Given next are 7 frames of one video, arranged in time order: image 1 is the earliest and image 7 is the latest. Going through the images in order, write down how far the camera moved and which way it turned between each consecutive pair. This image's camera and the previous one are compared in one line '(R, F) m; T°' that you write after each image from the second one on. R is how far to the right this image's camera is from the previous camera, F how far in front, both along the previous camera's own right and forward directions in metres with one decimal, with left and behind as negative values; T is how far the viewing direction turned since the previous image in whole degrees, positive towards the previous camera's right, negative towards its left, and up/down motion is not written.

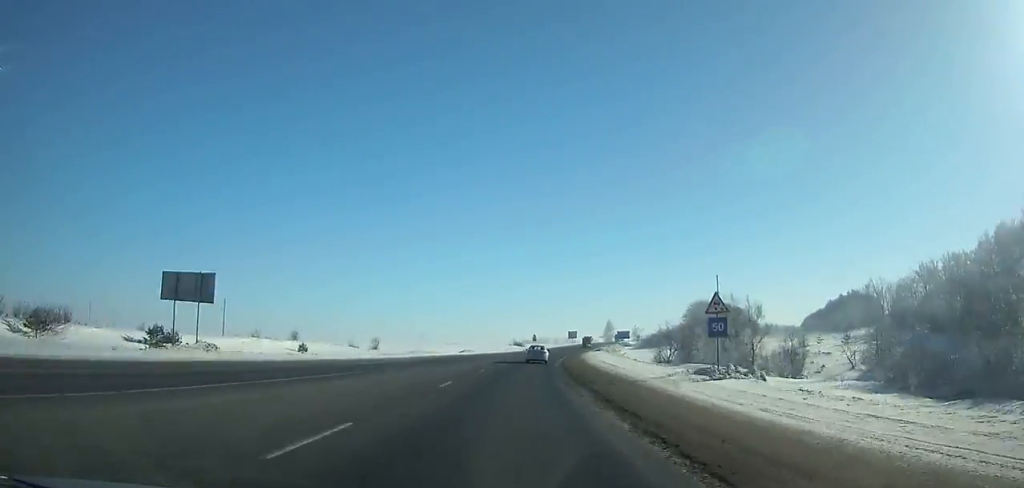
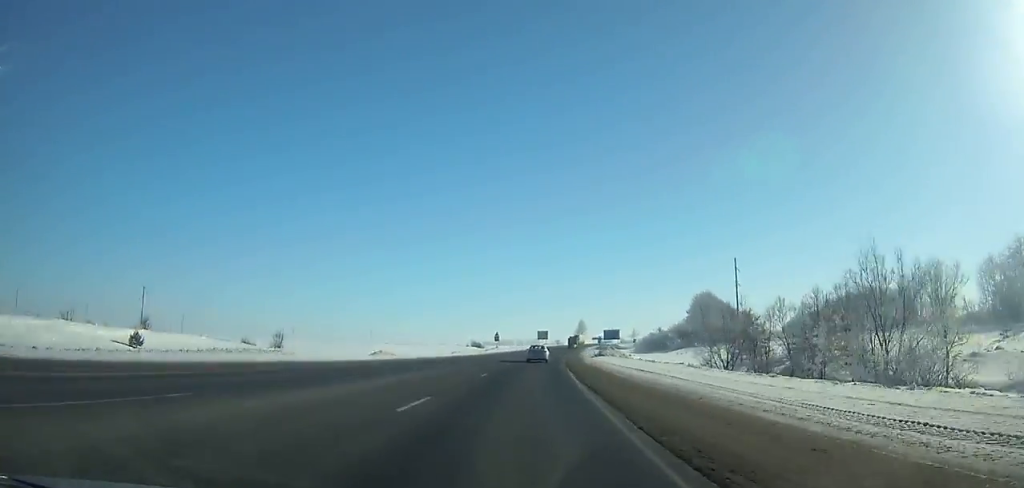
(+0.4, +43.4) m; +3°
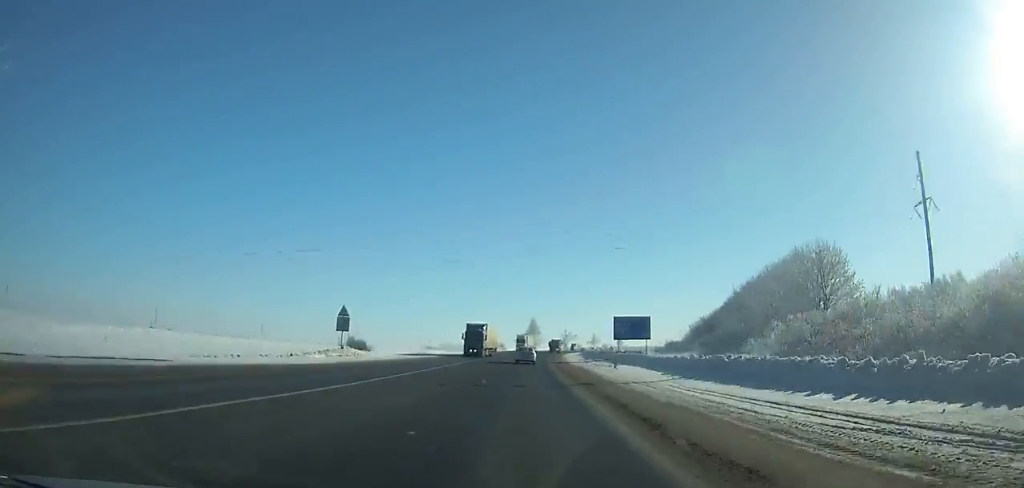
(+4.7, +85.0) m; +5°
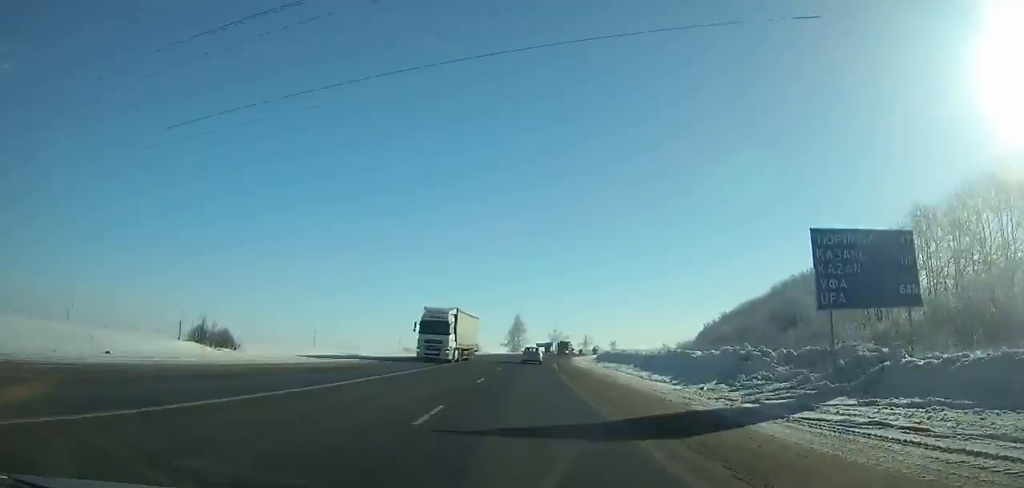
(+0.4, +46.3) m; +2°
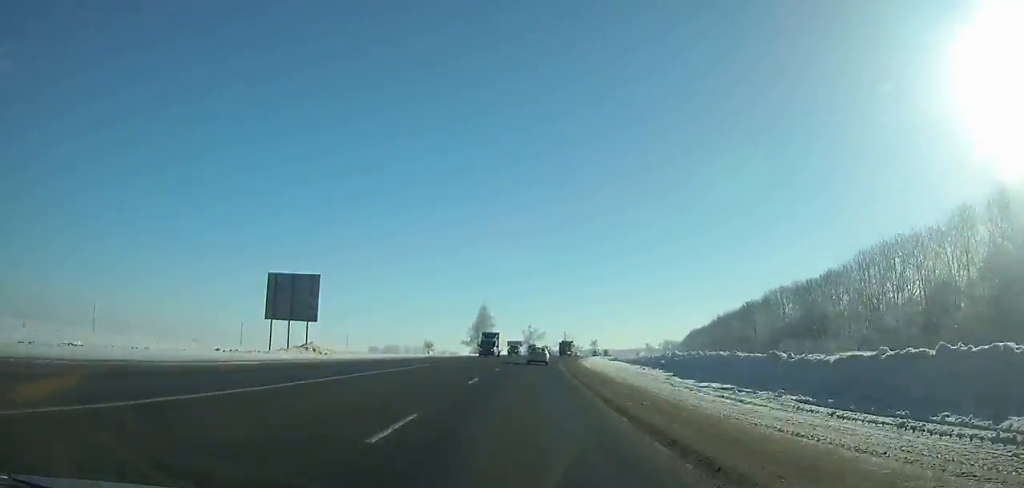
(+1.6, +49.1) m; +3°
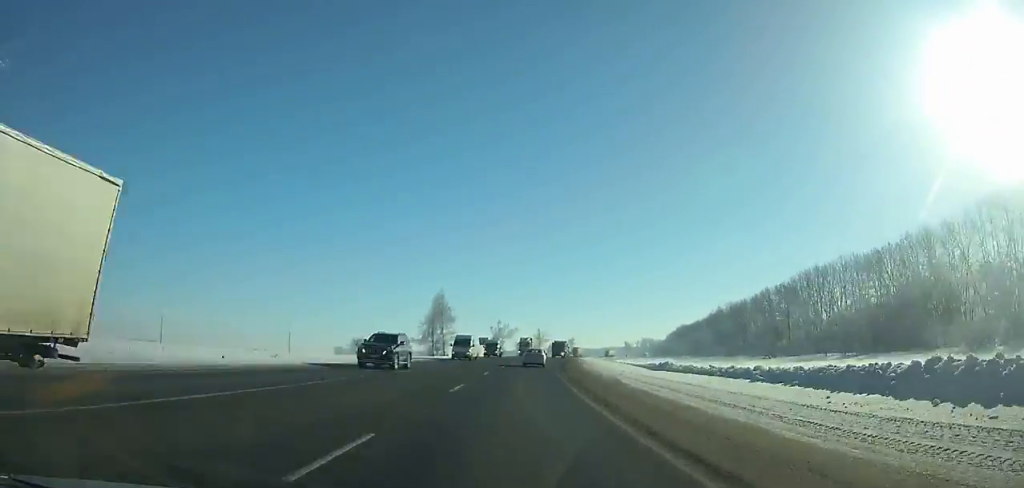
(+0.7, +37.6) m; +2°
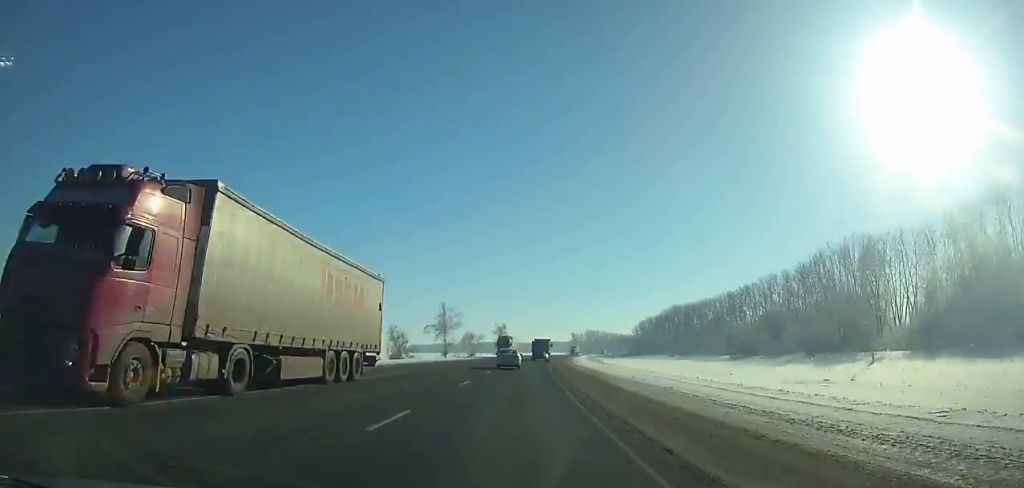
(+7.6, +128.3) m; +6°
